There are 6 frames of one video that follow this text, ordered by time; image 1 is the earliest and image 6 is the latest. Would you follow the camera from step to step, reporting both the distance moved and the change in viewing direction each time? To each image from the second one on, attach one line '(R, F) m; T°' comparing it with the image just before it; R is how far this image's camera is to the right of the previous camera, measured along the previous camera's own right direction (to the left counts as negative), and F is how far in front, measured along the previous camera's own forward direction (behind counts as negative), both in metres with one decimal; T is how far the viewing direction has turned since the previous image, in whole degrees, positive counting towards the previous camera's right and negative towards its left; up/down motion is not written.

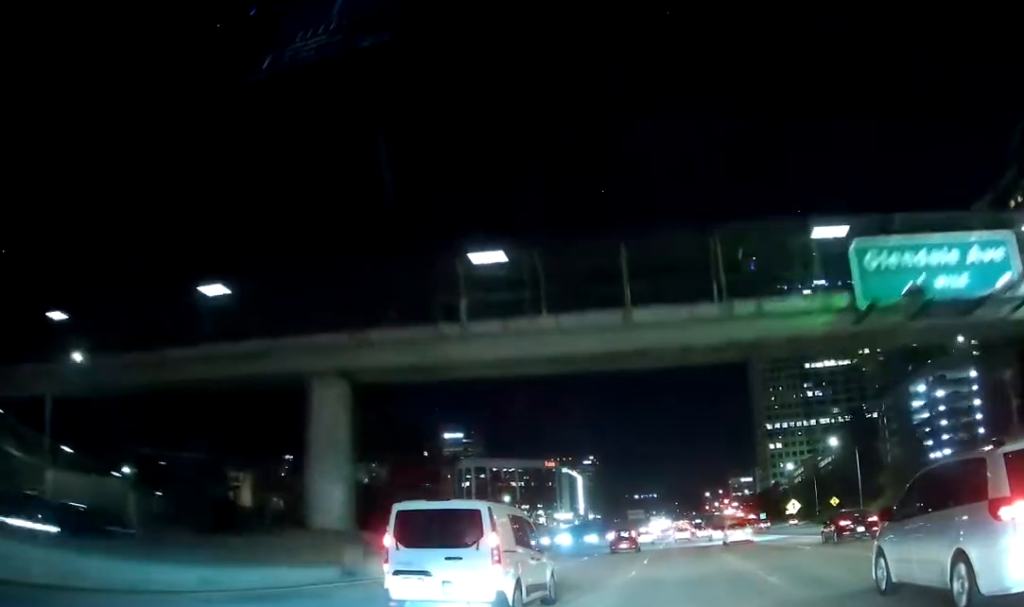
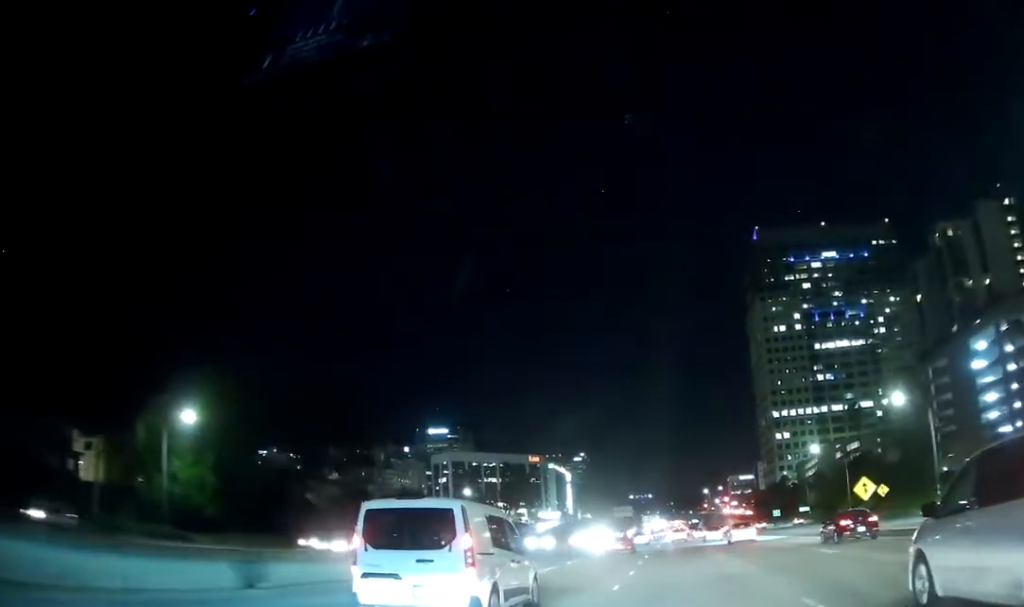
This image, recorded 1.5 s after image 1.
(-0.1, +32.9) m; 0°
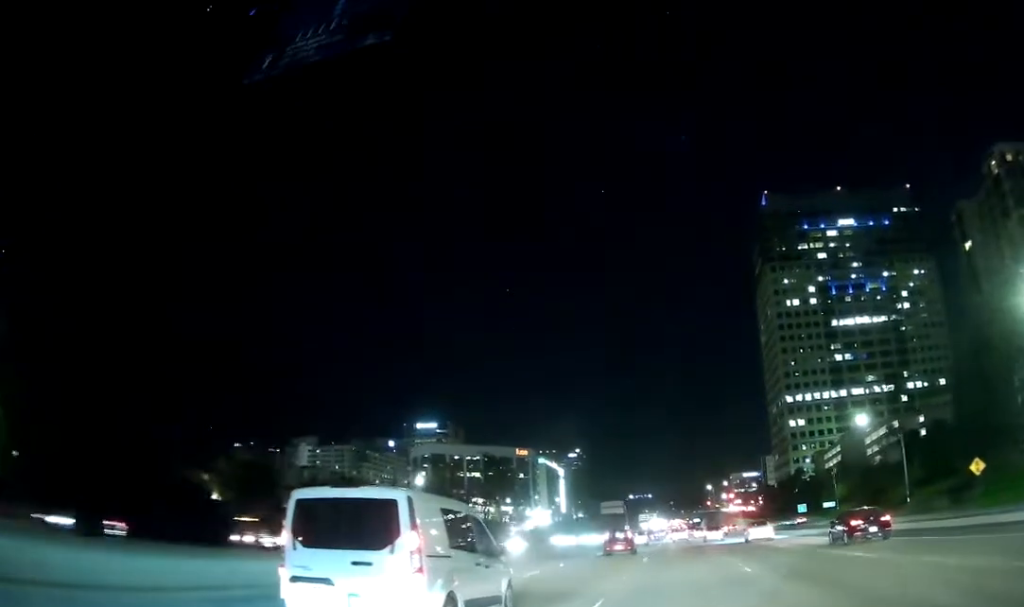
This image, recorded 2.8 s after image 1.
(+0.3, +31.2) m; 0°
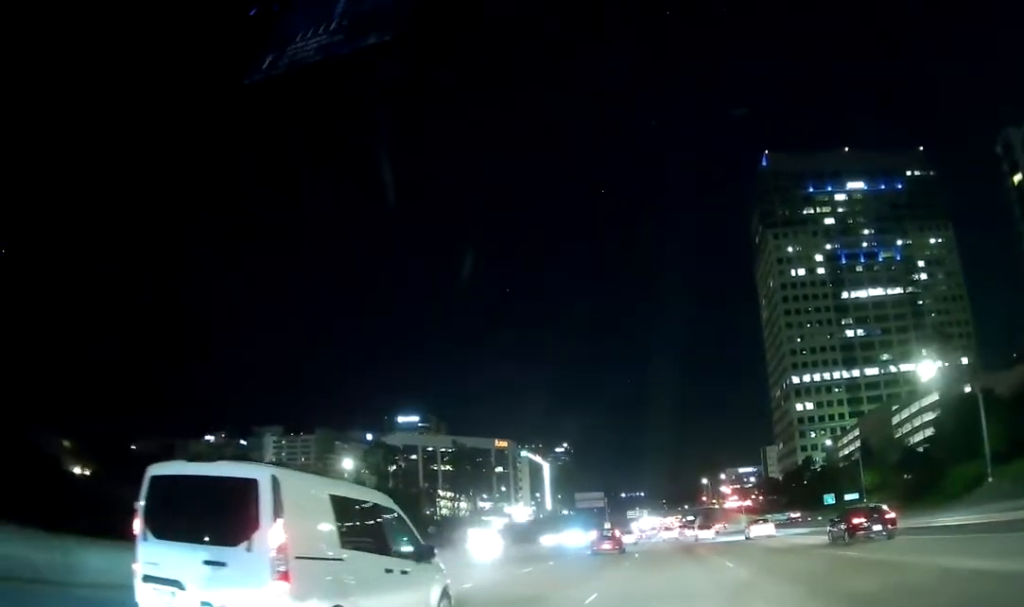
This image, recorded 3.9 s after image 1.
(-0.1, +27.6) m; 0°
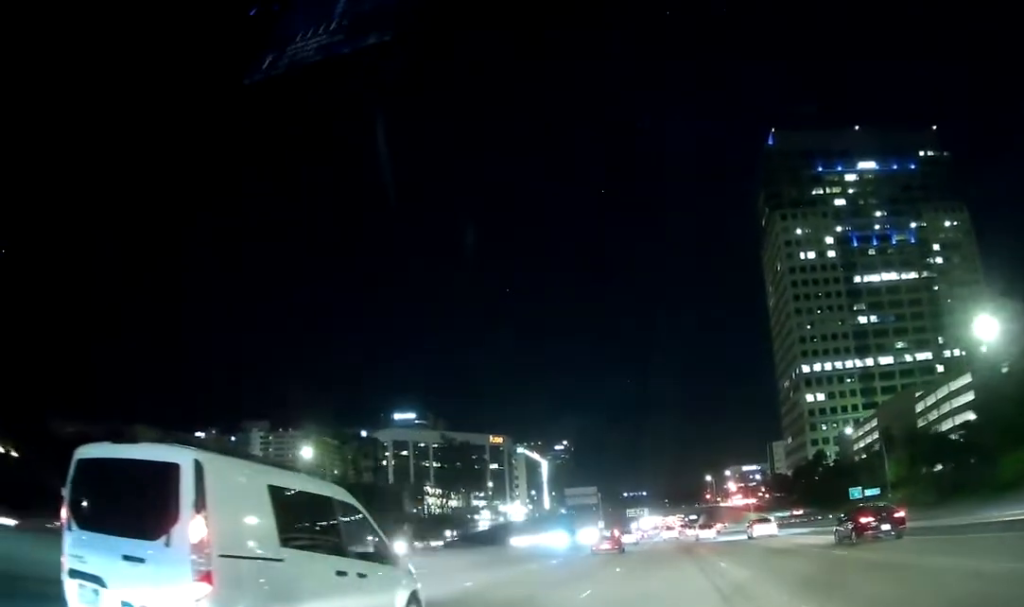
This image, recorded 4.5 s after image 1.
(0.0, +14.1) m; 0°
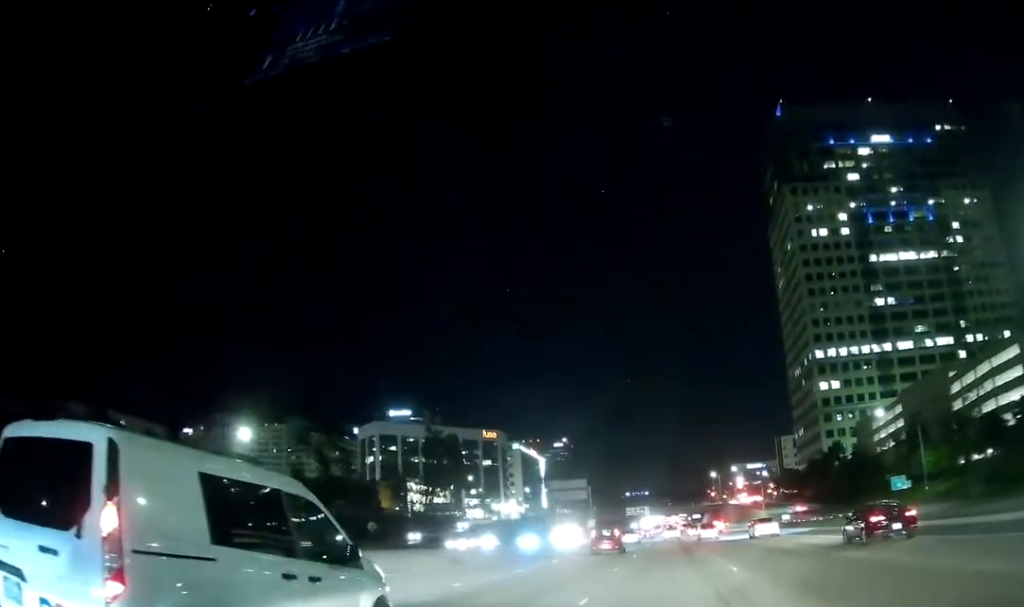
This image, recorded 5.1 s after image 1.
(+0.1, +15.9) m; +1°
